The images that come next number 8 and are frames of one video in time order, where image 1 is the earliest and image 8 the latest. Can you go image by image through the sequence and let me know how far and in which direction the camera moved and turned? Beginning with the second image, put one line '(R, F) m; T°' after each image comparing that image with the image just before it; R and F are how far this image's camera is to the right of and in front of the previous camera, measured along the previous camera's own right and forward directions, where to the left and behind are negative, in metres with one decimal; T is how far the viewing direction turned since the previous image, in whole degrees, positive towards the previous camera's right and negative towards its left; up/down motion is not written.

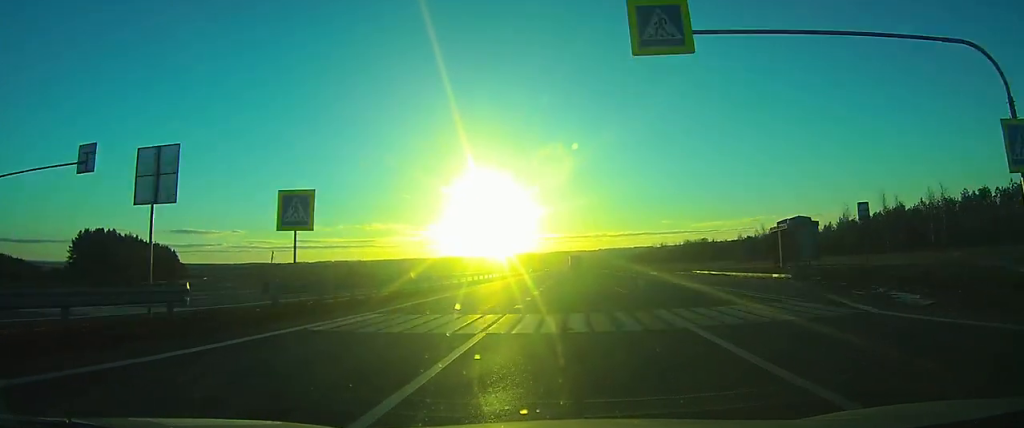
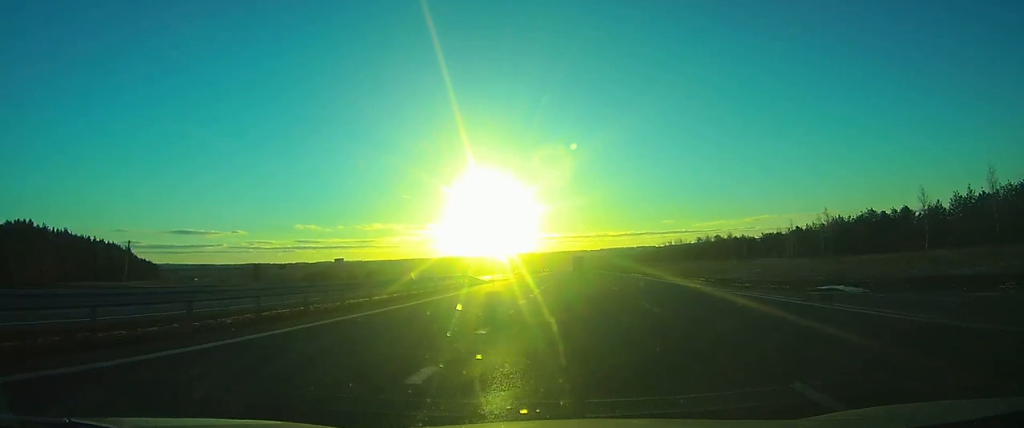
(0.0, +43.7) m; 0°
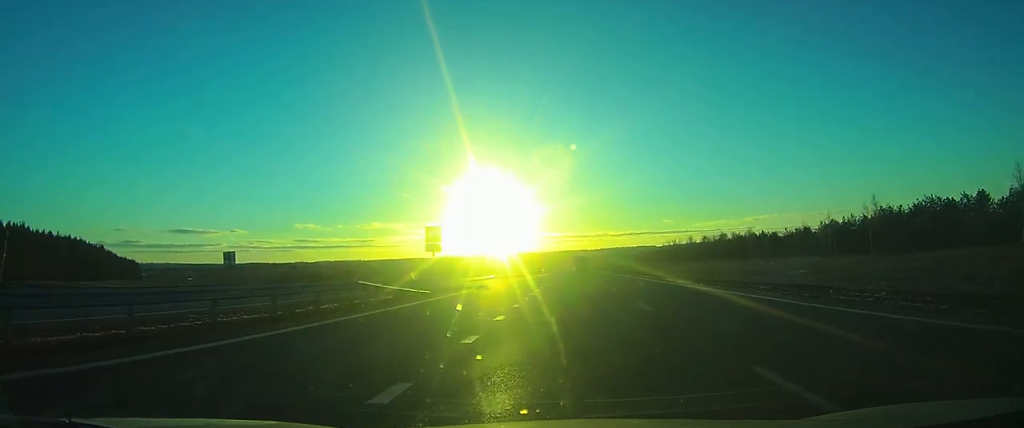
(0.0, +23.1) m; 0°
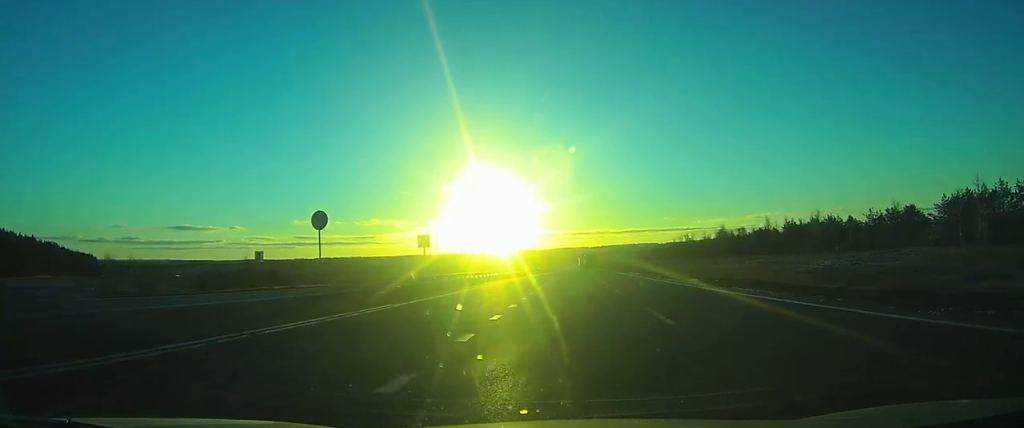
(-0.2, +54.0) m; 0°
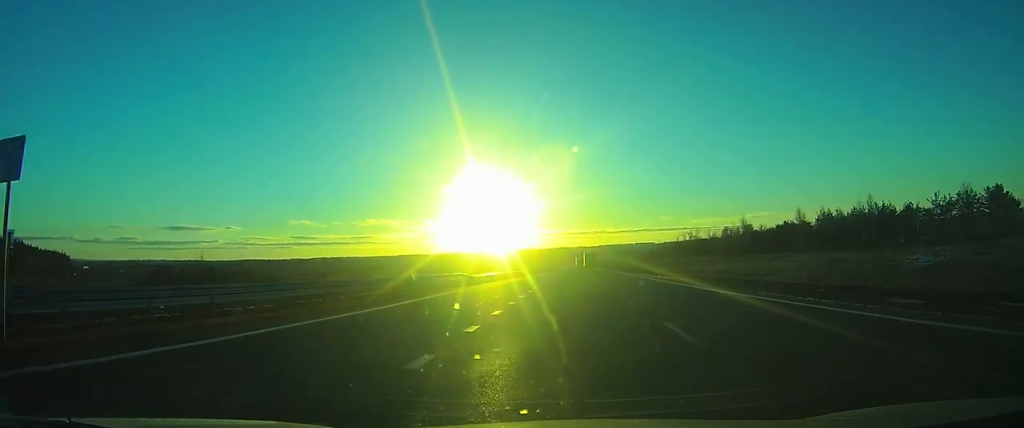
(0.0, +27.0) m; 0°
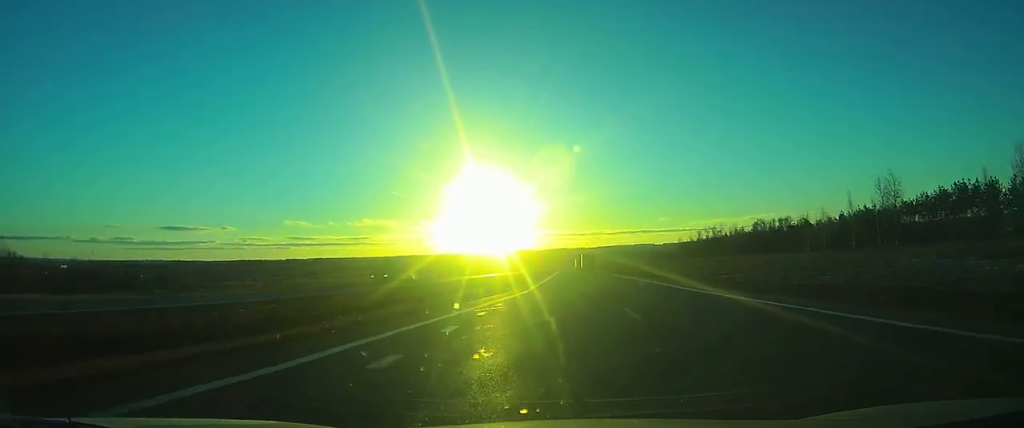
(+0.1, +78.0) m; 0°
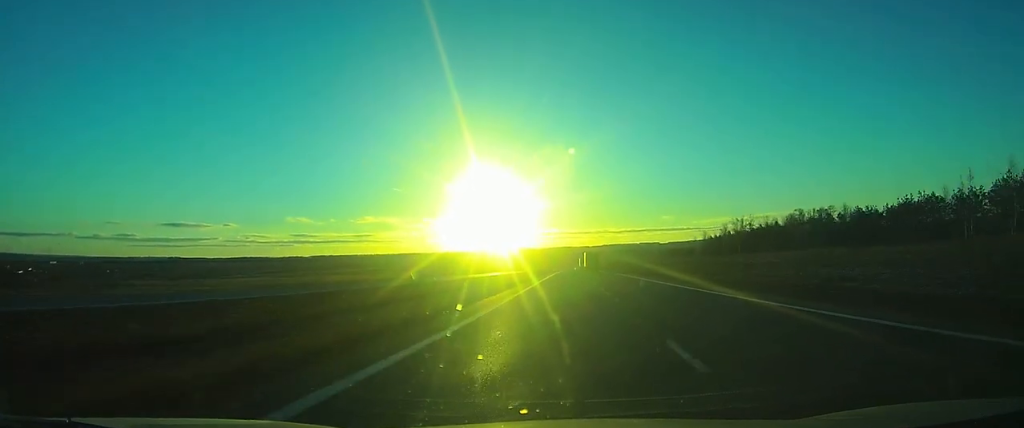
(+0.1, +51.8) m; 0°
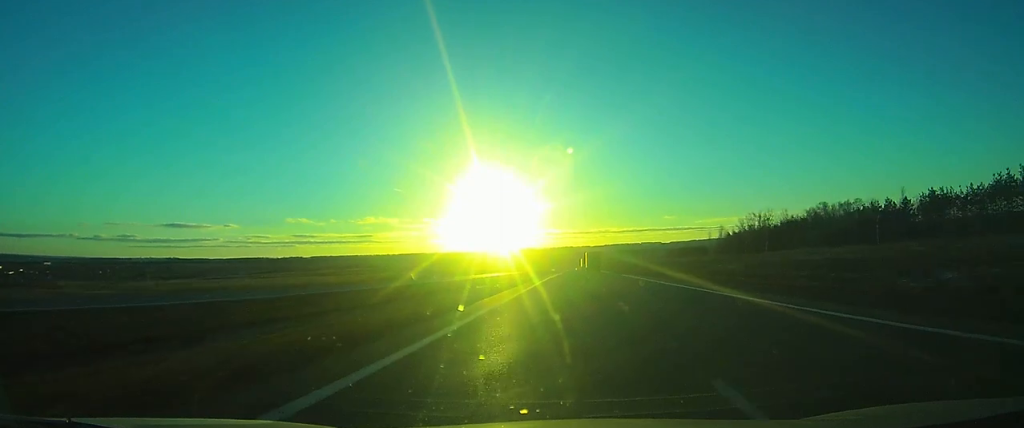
(0.0, +28.1) m; 0°
